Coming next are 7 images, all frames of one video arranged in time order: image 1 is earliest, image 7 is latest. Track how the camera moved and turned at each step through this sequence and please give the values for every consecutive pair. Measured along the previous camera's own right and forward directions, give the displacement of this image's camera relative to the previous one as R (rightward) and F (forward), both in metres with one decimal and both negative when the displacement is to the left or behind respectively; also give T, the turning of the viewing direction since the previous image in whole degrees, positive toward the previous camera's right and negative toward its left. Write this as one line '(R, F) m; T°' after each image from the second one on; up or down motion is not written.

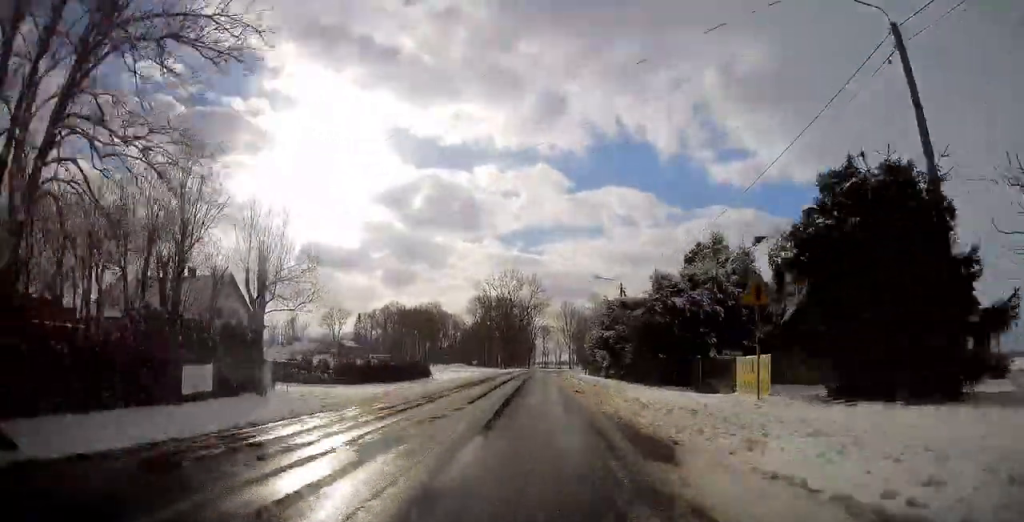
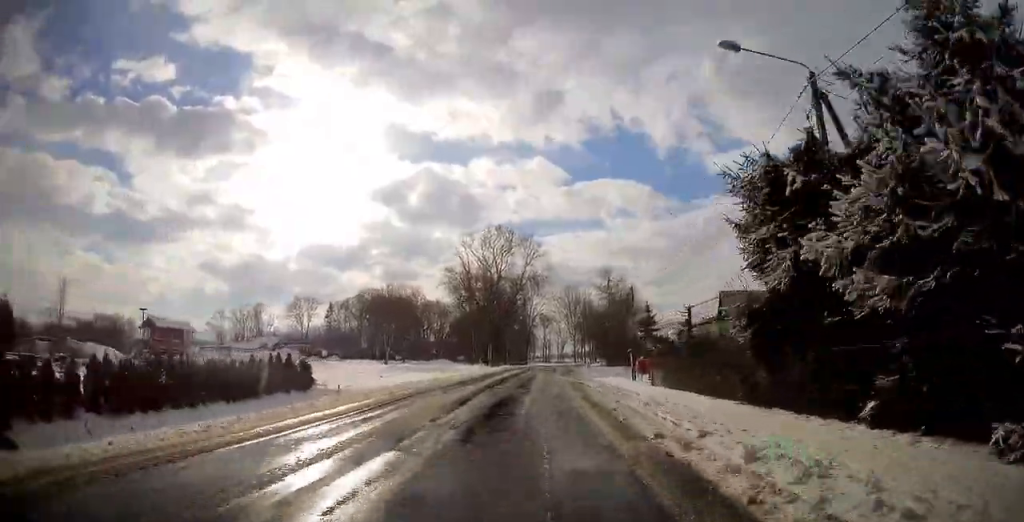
(0.0, +35.6) m; 0°
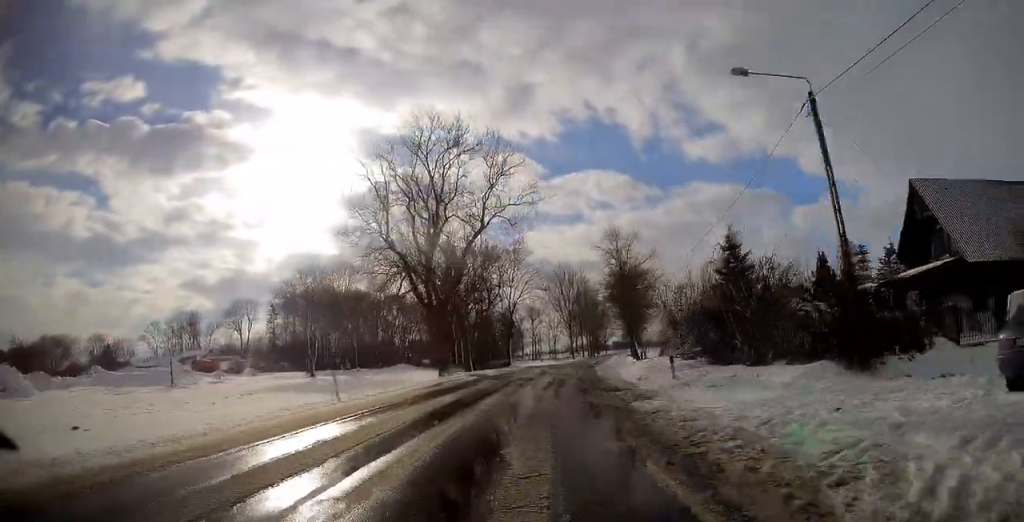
(0.0, +39.9) m; +1°
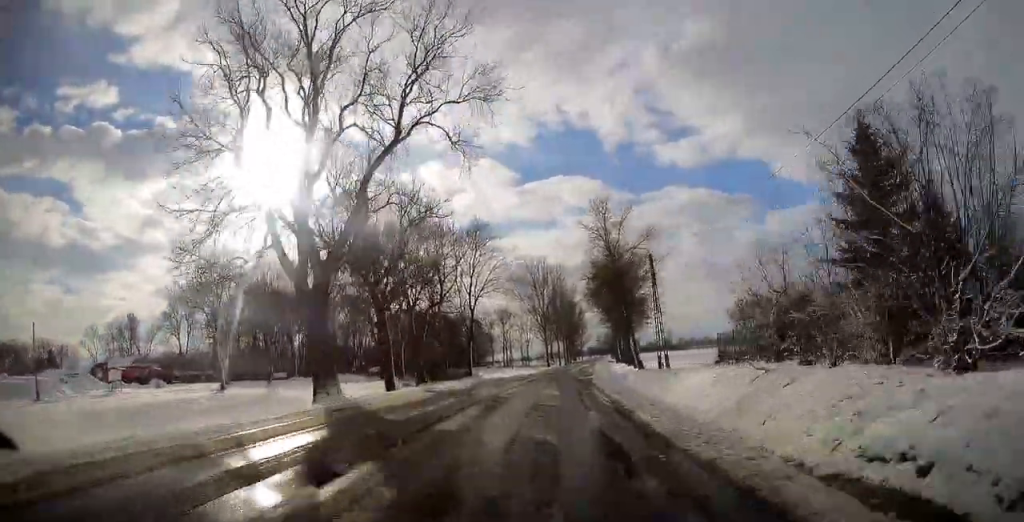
(+0.2, +21.0) m; +2°
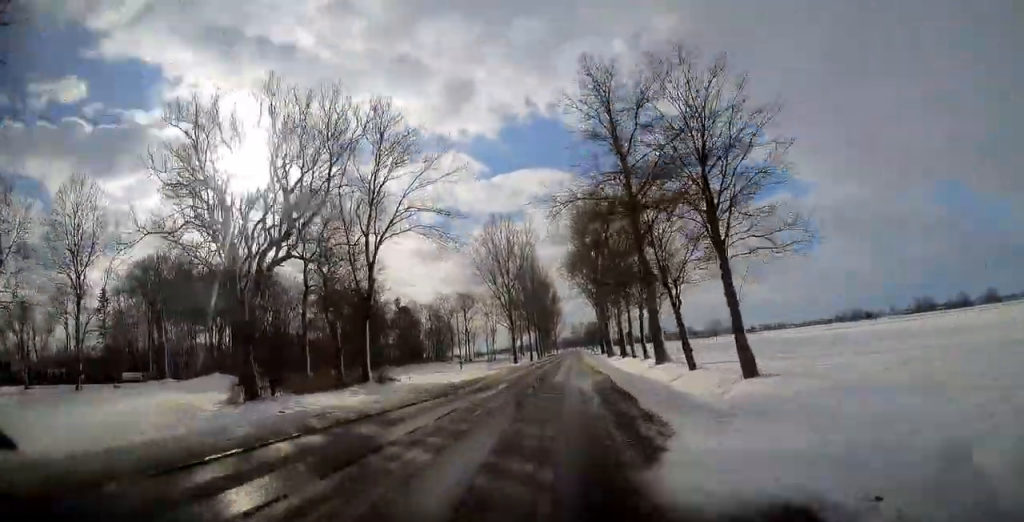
(+1.3, +36.6) m; +3°
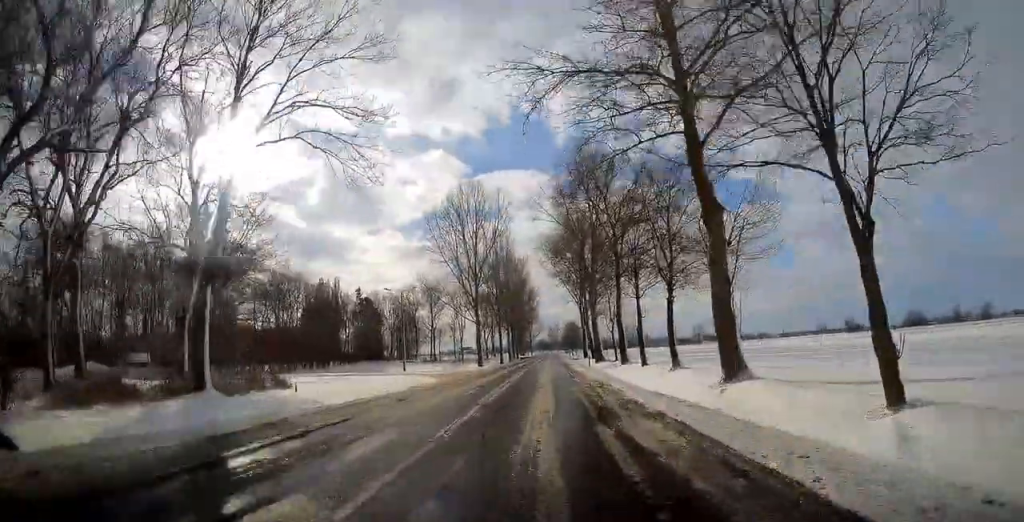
(+0.1, +19.8) m; 0°
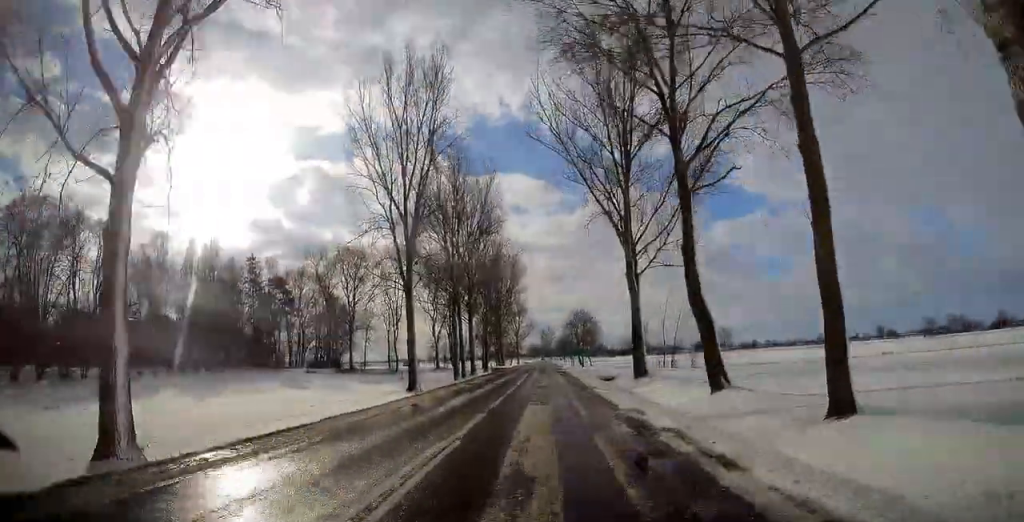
(+0.5, +73.1) m; +1°
